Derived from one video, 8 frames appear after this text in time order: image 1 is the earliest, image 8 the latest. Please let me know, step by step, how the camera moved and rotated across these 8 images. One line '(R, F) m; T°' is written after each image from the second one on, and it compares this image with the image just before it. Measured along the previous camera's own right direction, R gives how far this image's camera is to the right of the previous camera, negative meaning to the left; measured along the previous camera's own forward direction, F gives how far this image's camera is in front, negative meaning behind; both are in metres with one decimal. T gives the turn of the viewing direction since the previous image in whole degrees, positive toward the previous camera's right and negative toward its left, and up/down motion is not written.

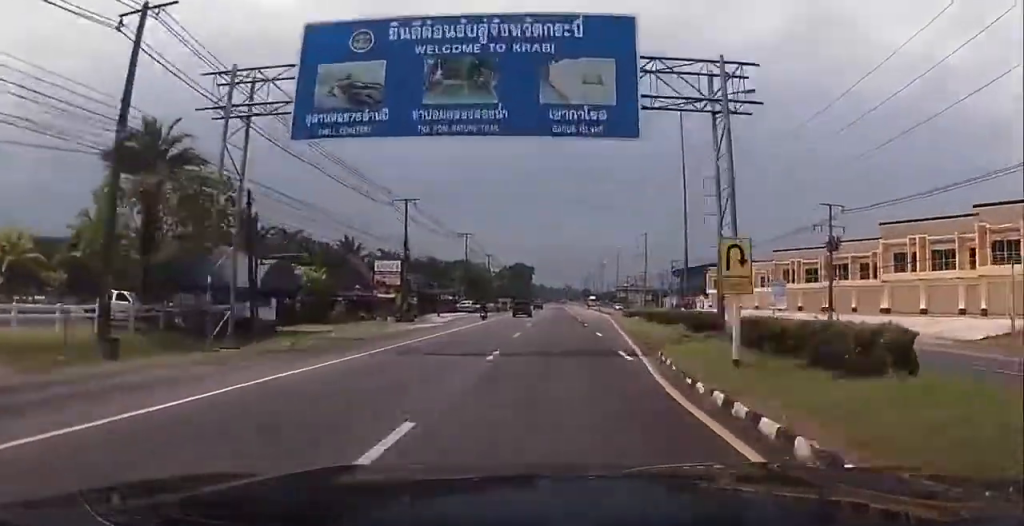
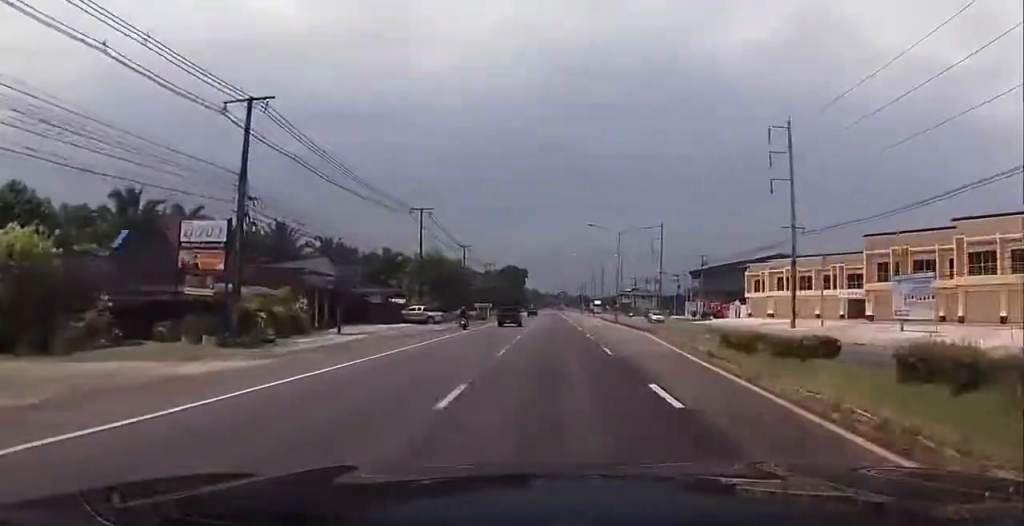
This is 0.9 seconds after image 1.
(-0.1, +31.4) m; -1°
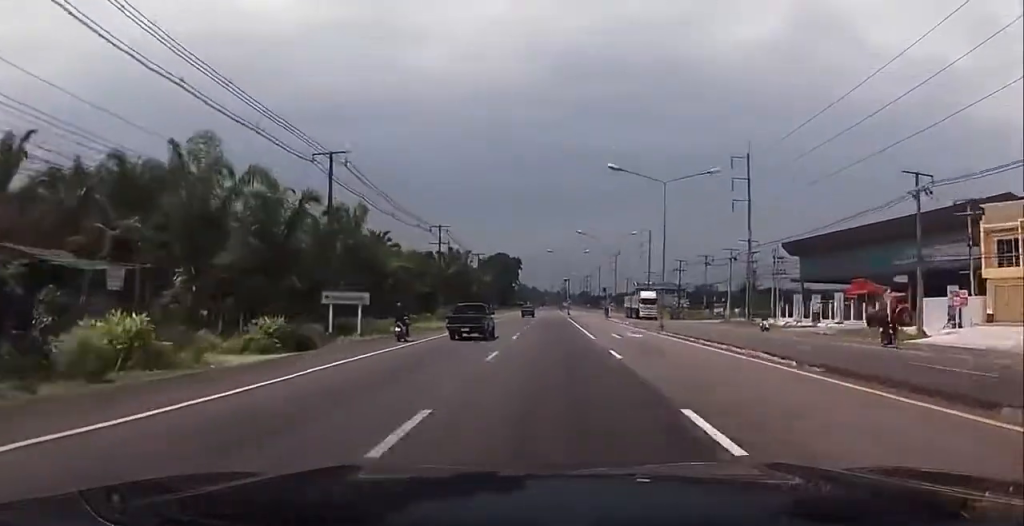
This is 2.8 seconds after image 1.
(-0.1, +63.6) m; +1°
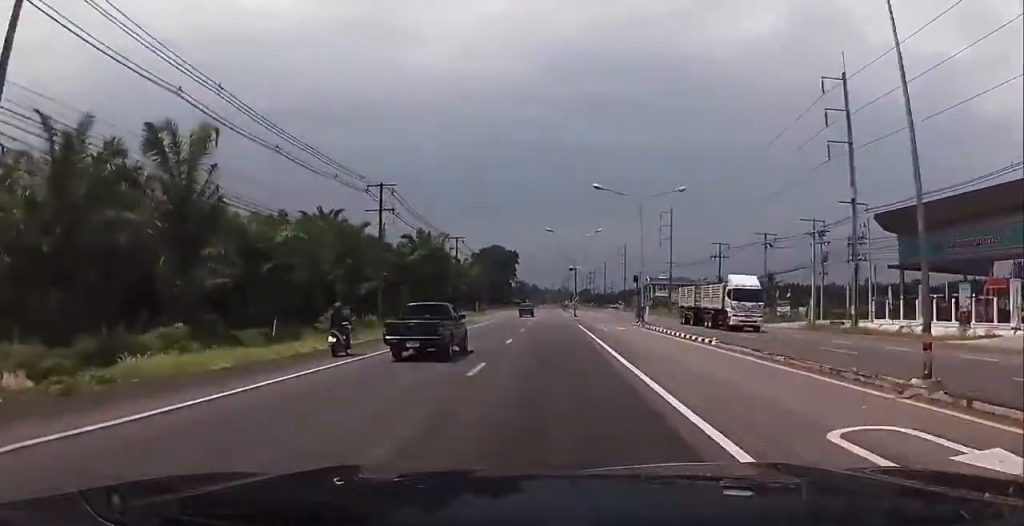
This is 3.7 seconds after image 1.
(+0.2, +27.9) m; 0°
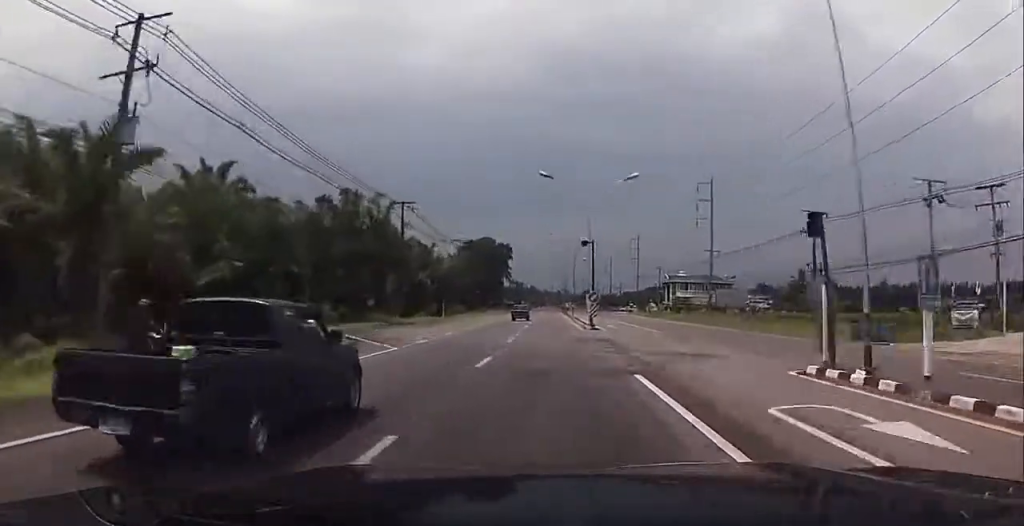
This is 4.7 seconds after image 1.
(-0.1, +33.6) m; 0°
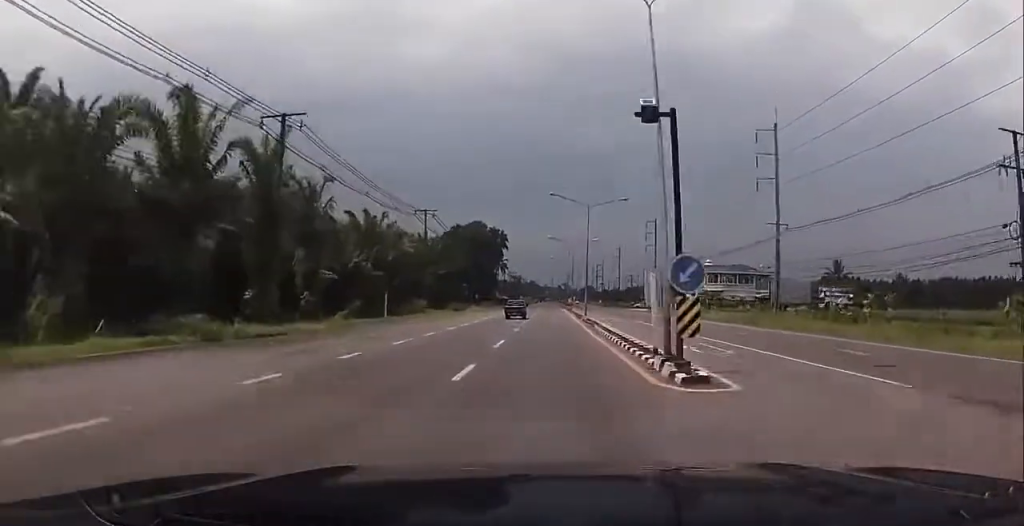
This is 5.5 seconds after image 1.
(-0.1, +28.2) m; 0°
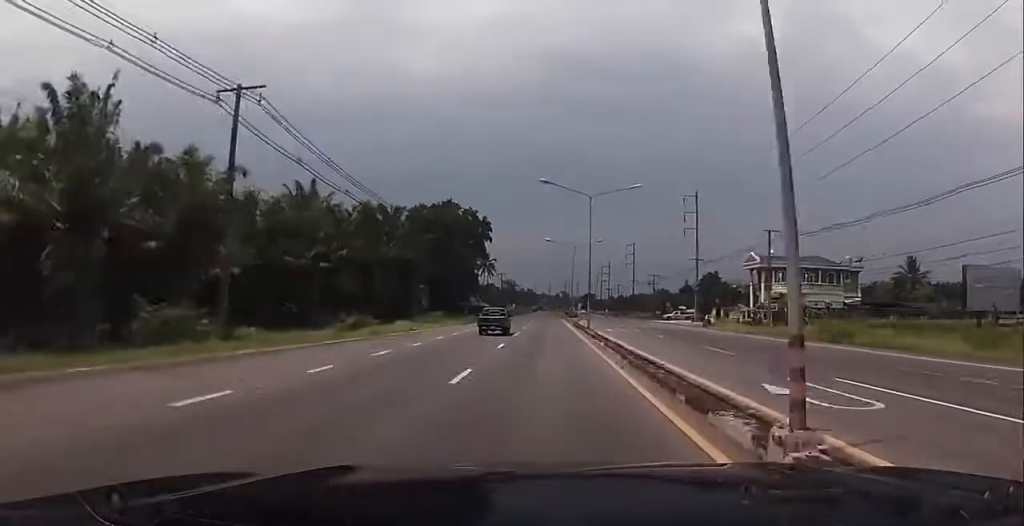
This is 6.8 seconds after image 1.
(0.0, +44.1) m; 0°
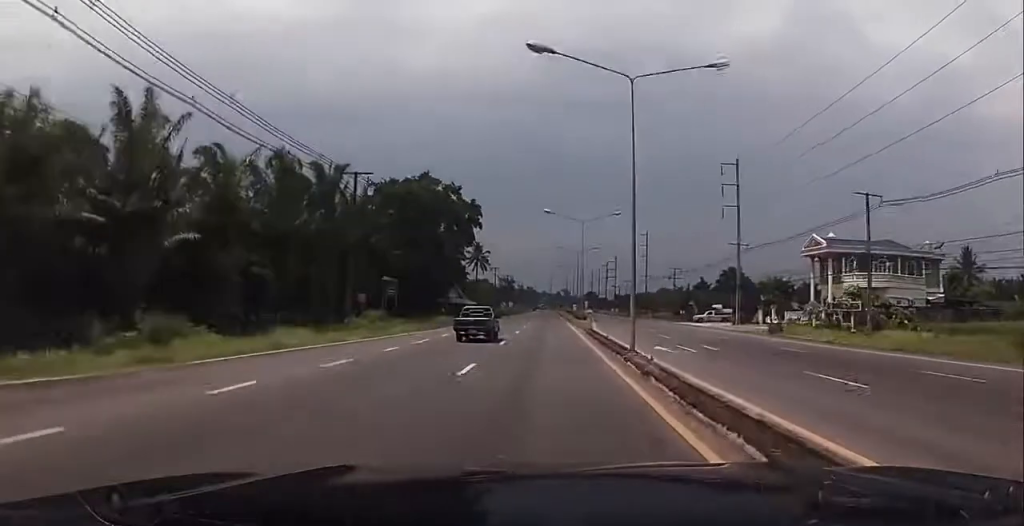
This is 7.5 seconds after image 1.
(0.0, +22.6) m; 0°
